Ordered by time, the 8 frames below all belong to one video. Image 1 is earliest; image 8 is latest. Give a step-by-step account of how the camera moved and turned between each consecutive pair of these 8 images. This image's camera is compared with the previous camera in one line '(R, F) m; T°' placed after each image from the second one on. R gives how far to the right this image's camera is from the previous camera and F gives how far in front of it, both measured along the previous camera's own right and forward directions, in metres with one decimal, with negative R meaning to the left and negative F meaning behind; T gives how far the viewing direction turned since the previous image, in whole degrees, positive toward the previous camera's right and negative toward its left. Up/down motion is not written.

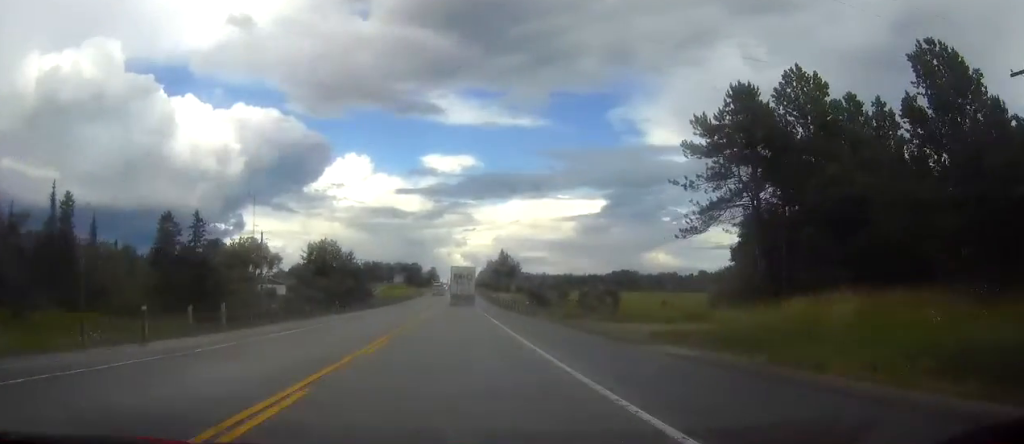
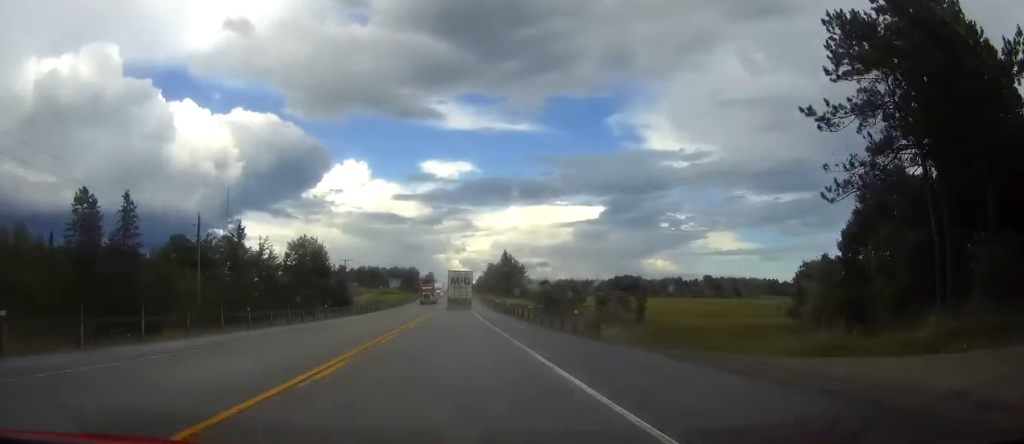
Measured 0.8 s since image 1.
(0.0, +21.7) m; 0°
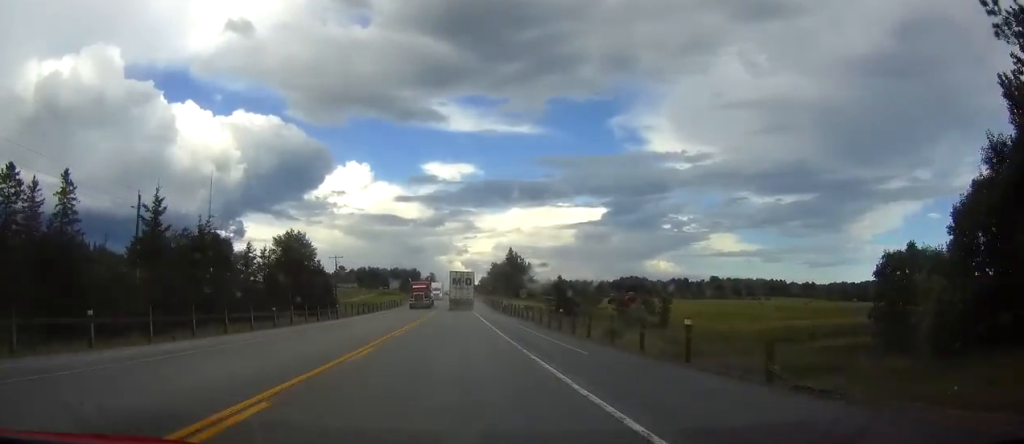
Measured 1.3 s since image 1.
(0.0, +14.1) m; 0°
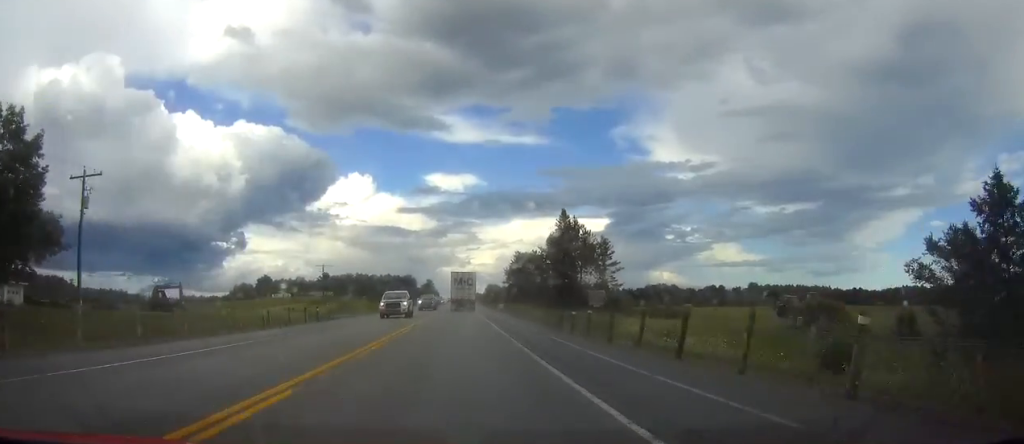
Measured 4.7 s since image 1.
(-0.3, +97.8) m; 0°
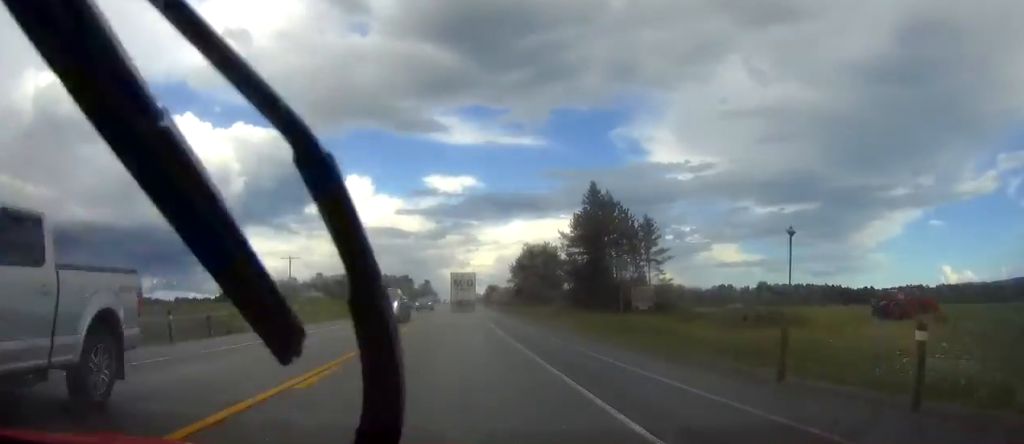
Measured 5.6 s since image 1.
(0.0, +23.4) m; 0°
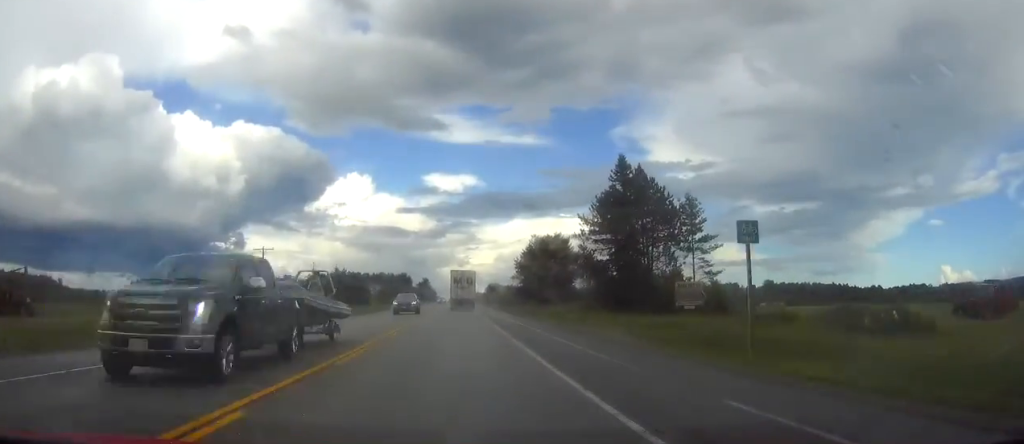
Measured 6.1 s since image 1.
(0.0, +14.0) m; 0°
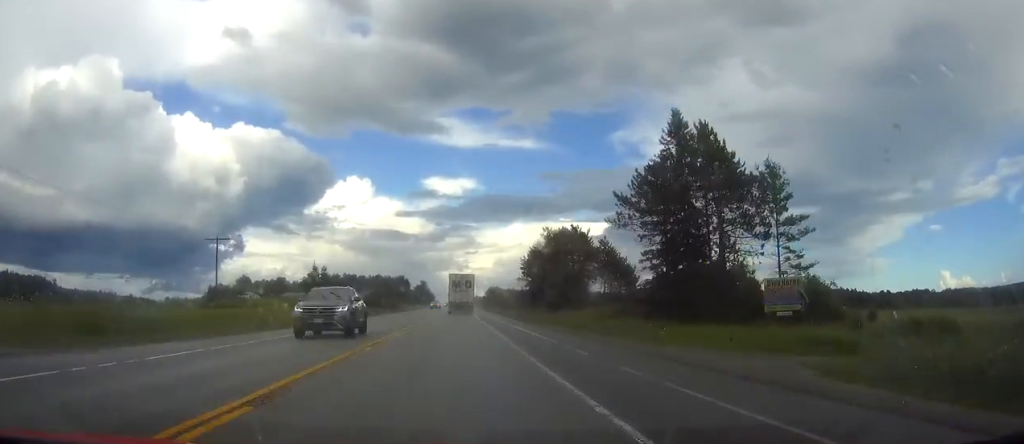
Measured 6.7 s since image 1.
(0.0, +16.8) m; 0°
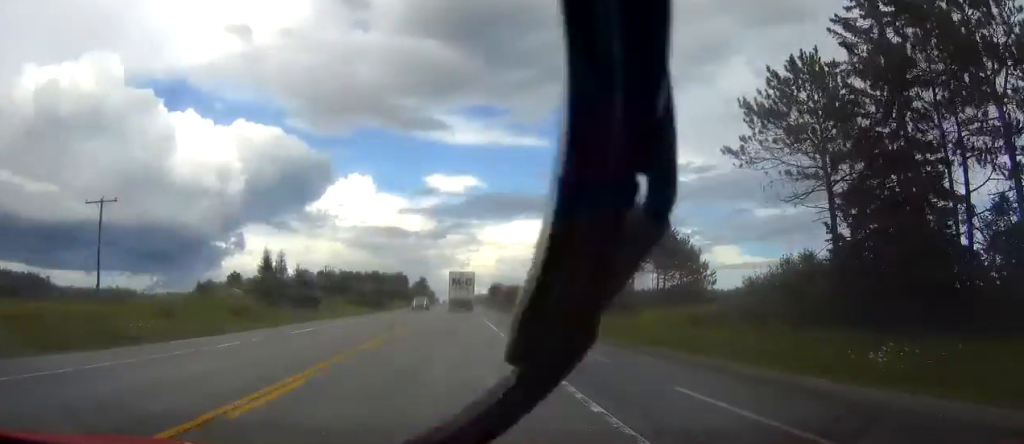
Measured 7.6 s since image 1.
(0.0, +25.2) m; 0°
